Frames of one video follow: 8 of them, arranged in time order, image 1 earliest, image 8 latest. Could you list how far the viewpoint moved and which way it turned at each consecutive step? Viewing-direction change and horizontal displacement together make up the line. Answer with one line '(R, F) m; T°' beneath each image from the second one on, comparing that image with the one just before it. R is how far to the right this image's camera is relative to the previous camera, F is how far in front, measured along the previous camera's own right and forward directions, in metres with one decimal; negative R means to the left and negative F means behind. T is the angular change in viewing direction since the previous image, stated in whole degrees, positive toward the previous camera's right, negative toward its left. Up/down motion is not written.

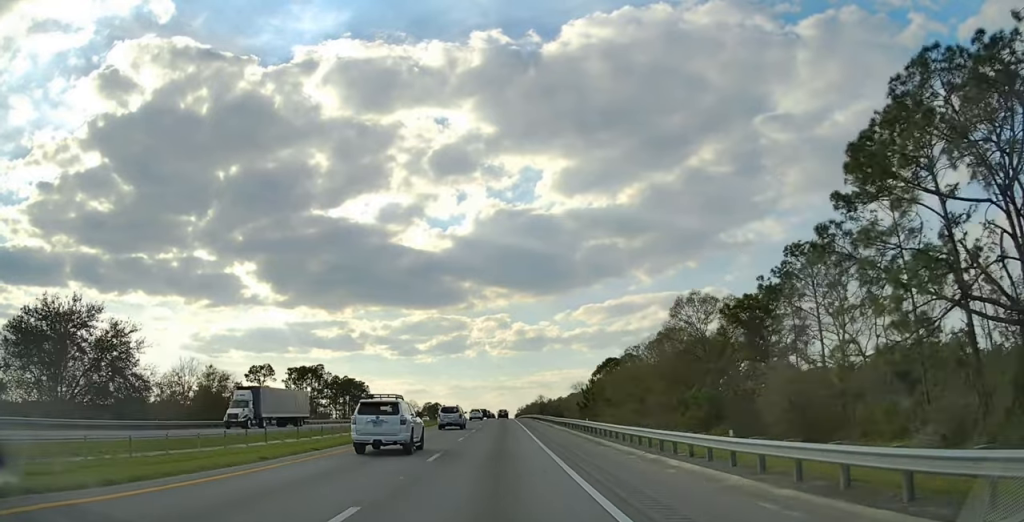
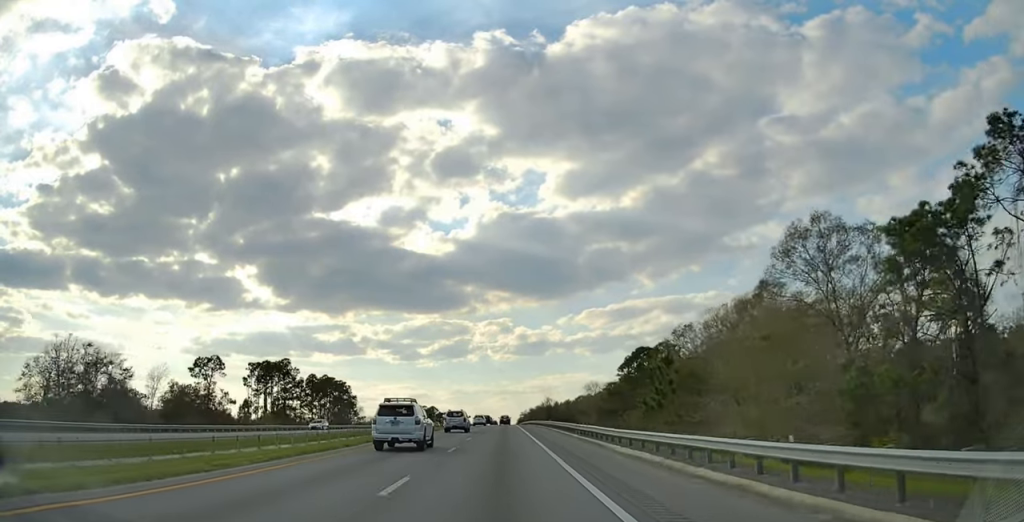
(0.0, +32.1) m; 0°
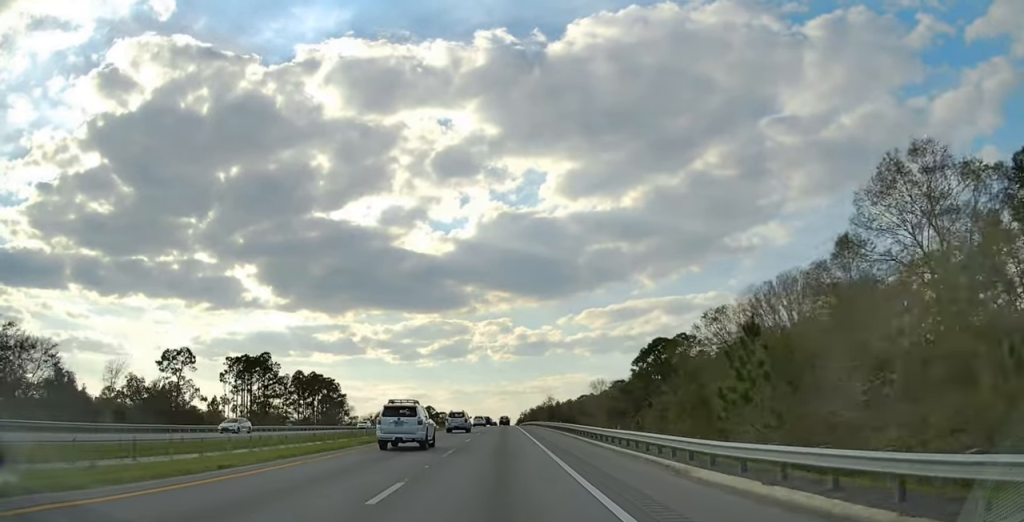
(0.0, +13.5) m; 0°
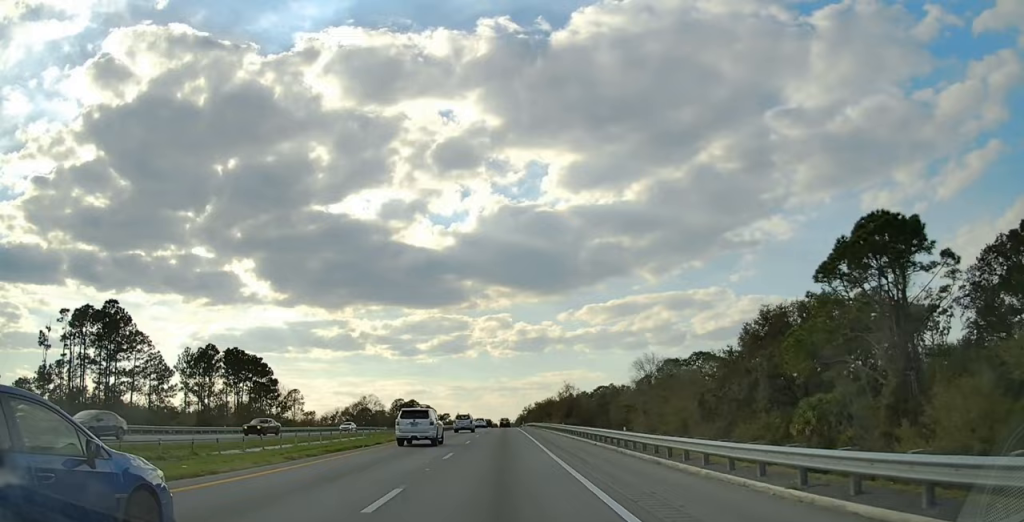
(0.0, +62.0) m; 0°
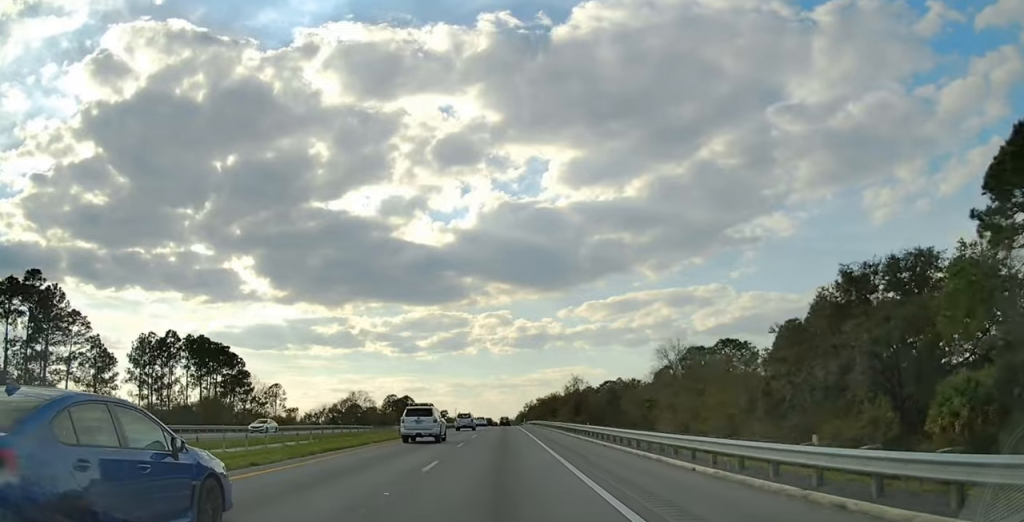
(-0.1, +17.7) m; 0°
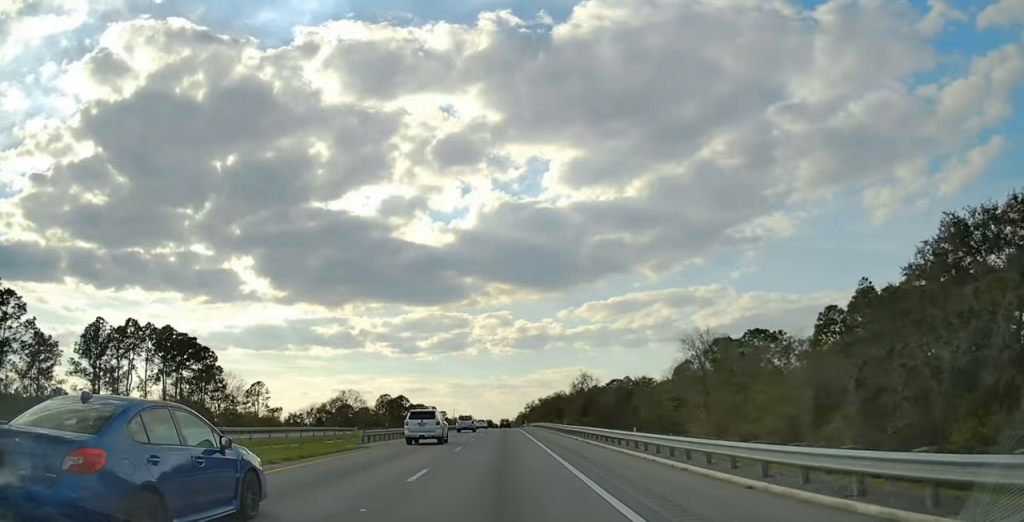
(-0.1, +14.6) m; 0°
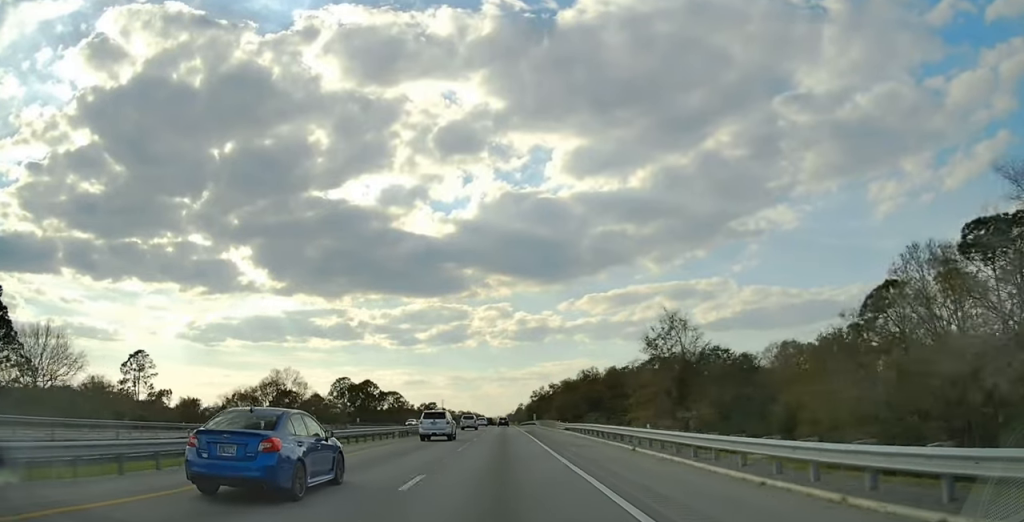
(0.0, +63.0) m; 0°
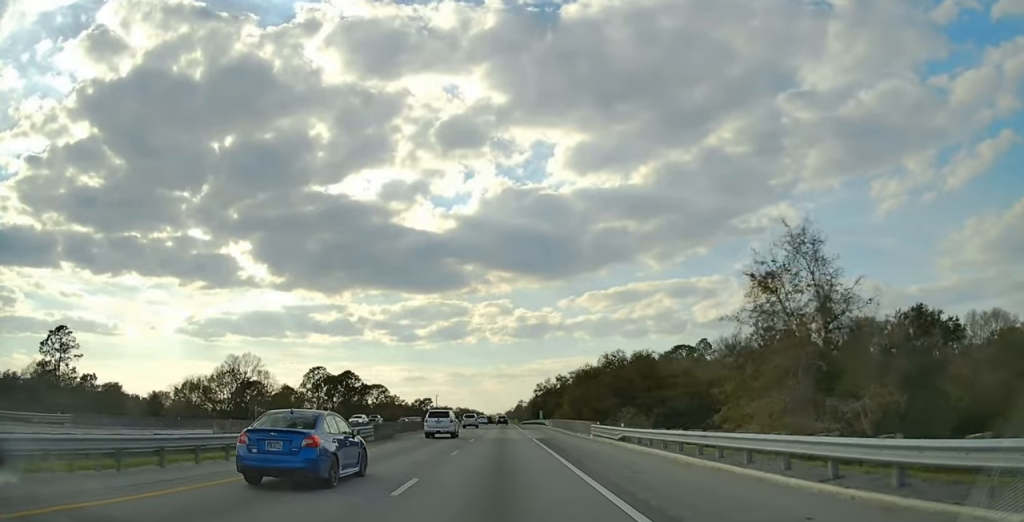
(+0.2, +25.3) m; 0°
